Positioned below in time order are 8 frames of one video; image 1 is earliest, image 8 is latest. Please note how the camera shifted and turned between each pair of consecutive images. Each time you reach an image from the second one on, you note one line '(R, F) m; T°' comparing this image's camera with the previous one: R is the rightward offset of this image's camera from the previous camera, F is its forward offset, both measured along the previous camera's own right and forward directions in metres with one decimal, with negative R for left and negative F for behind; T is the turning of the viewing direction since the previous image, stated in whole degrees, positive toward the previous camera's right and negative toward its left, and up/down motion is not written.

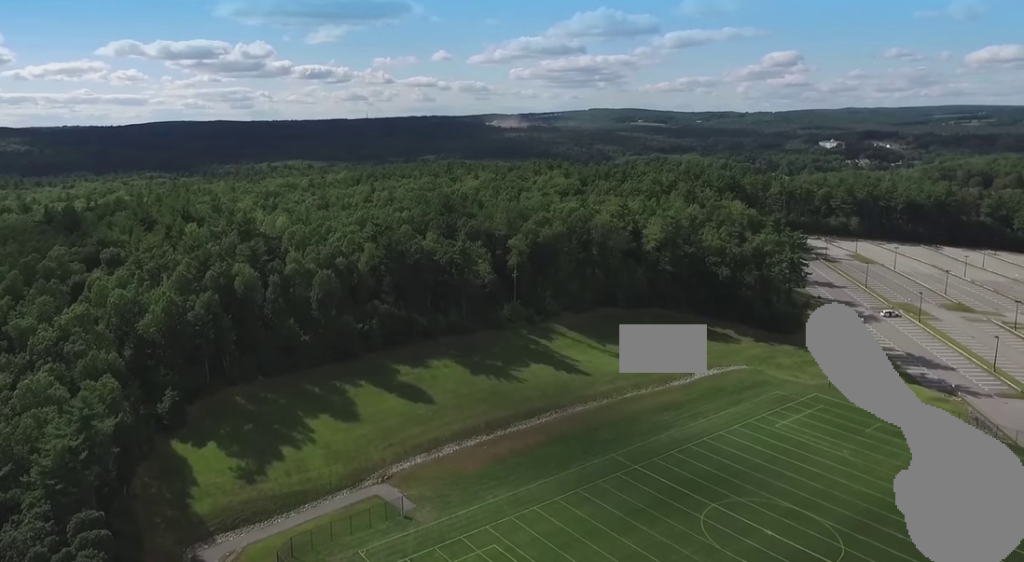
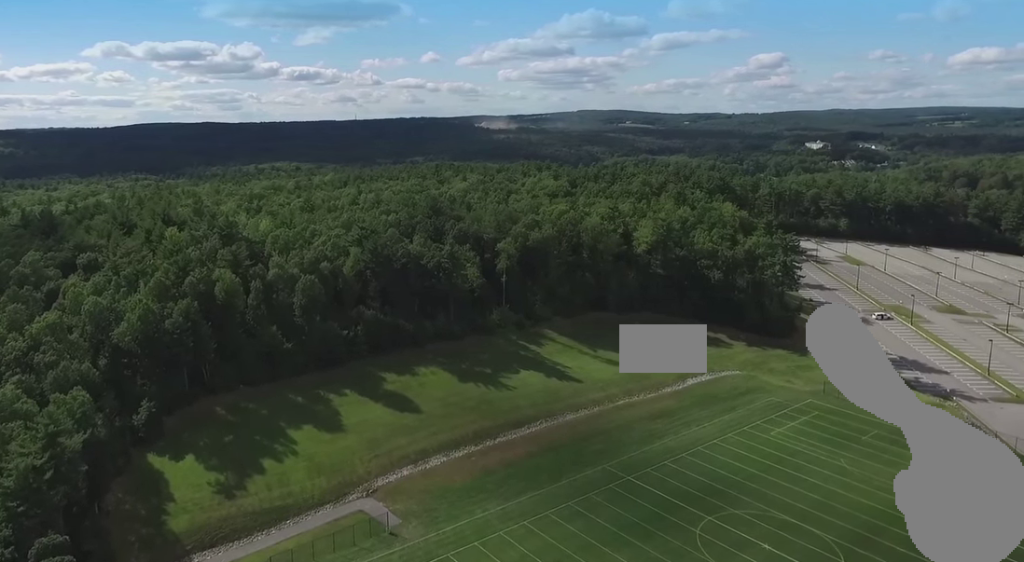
(0.0, +4.5) m; -1°
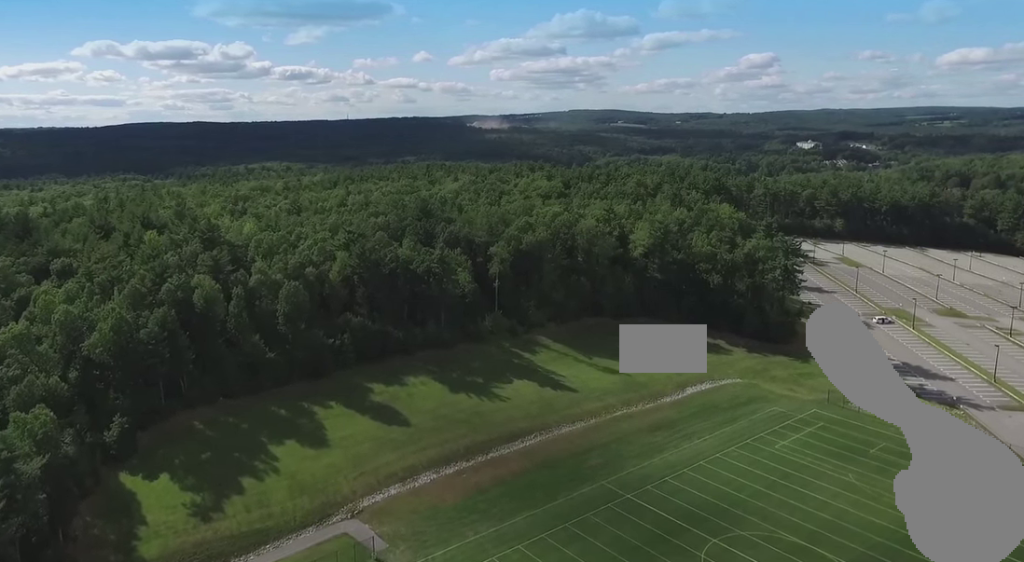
(-0.2, +7.5) m; -3°
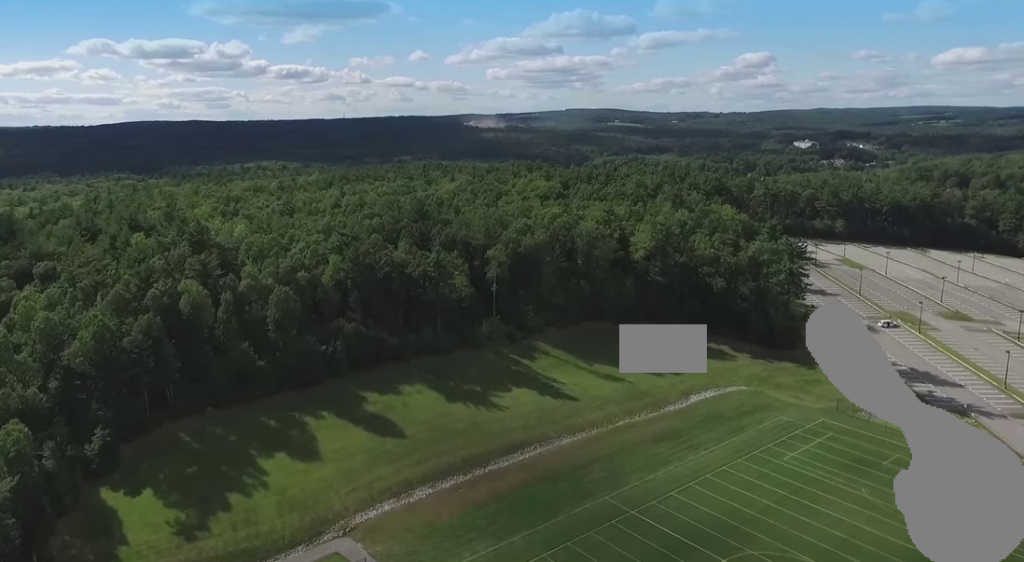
(-0.1, +5.7) m; -1°
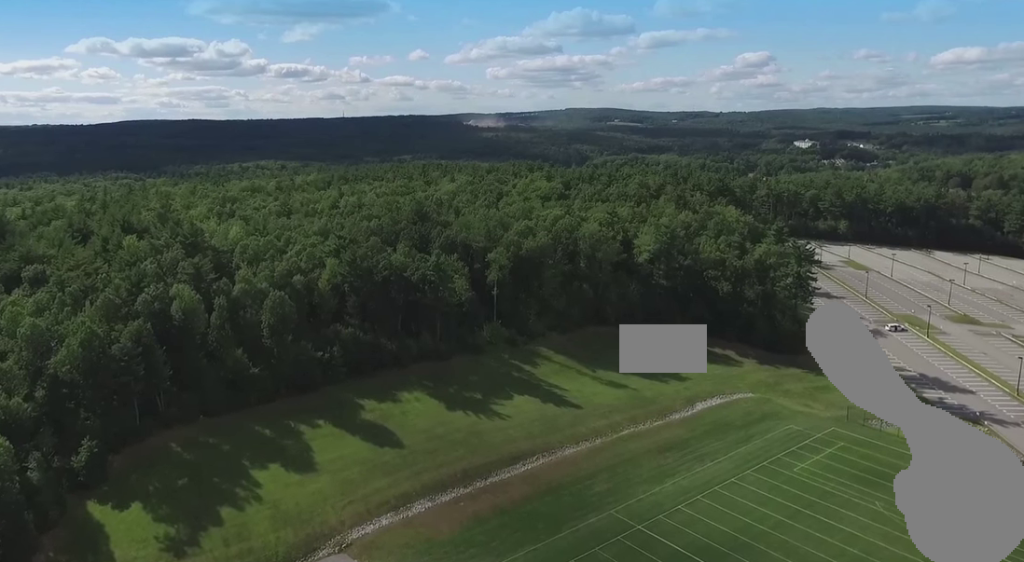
(0.0, +4.2) m; +2°
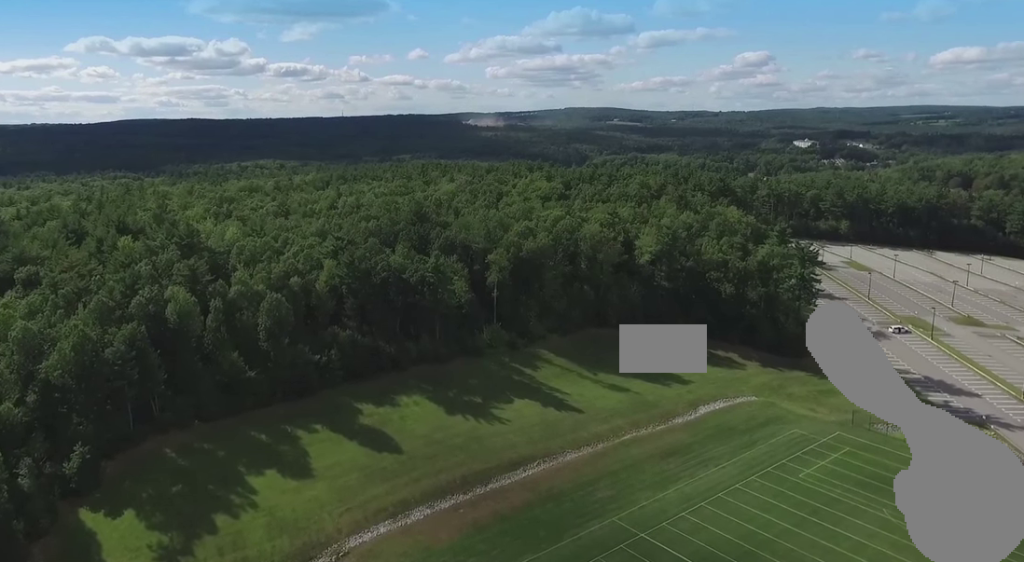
(0.0, +2.2) m; +1°
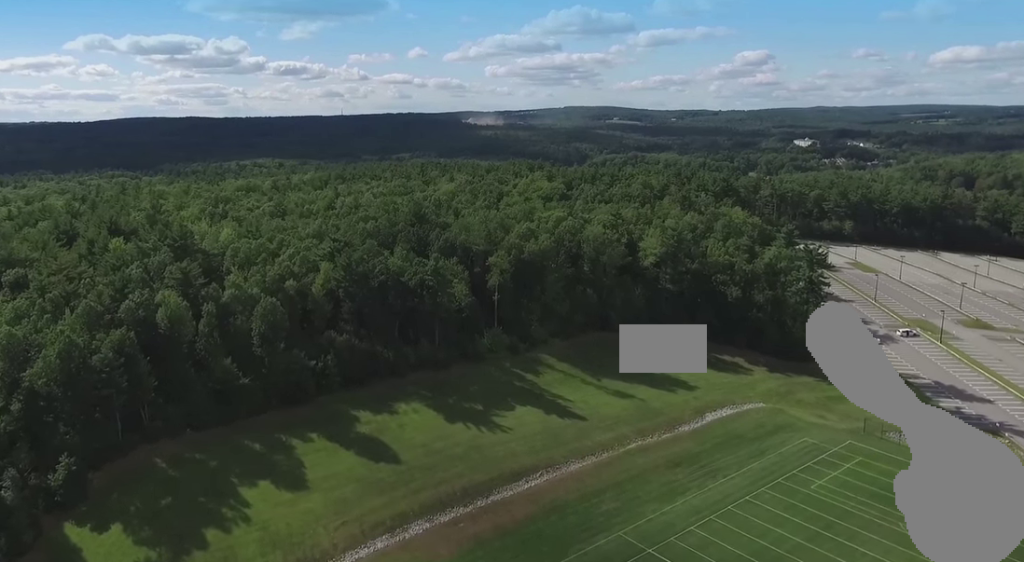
(+0.1, +4.0) m; +3°
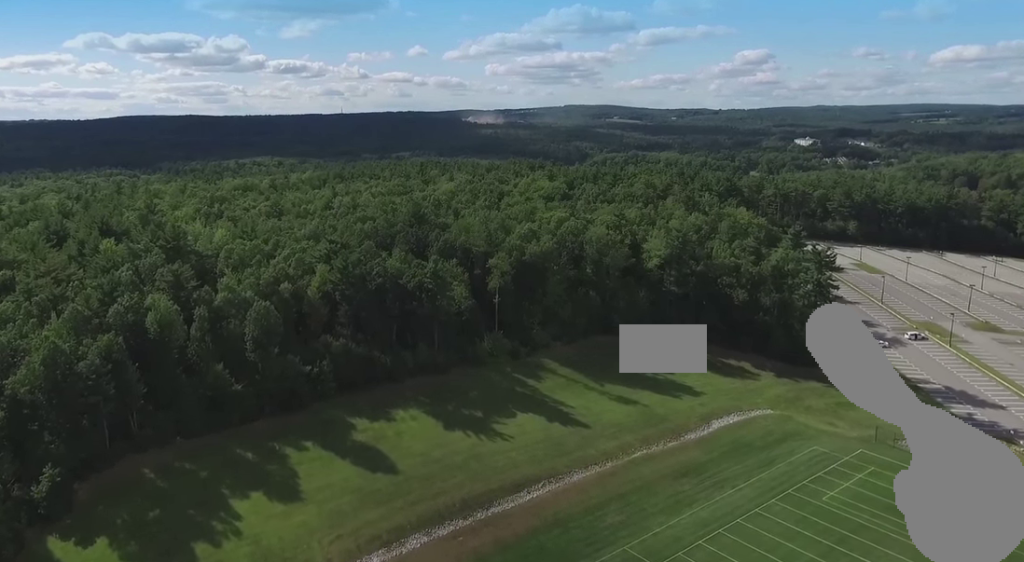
(+0.1, +3.6) m; +3°
